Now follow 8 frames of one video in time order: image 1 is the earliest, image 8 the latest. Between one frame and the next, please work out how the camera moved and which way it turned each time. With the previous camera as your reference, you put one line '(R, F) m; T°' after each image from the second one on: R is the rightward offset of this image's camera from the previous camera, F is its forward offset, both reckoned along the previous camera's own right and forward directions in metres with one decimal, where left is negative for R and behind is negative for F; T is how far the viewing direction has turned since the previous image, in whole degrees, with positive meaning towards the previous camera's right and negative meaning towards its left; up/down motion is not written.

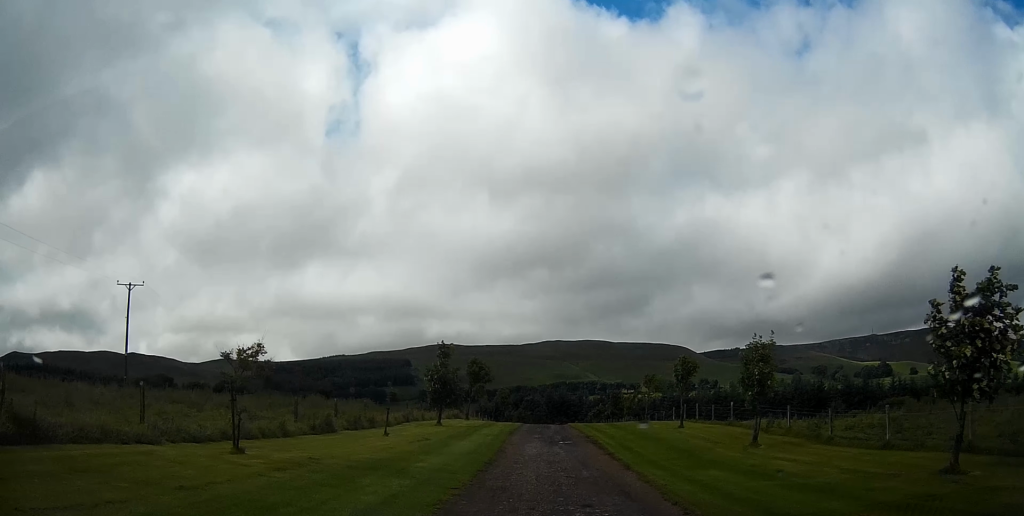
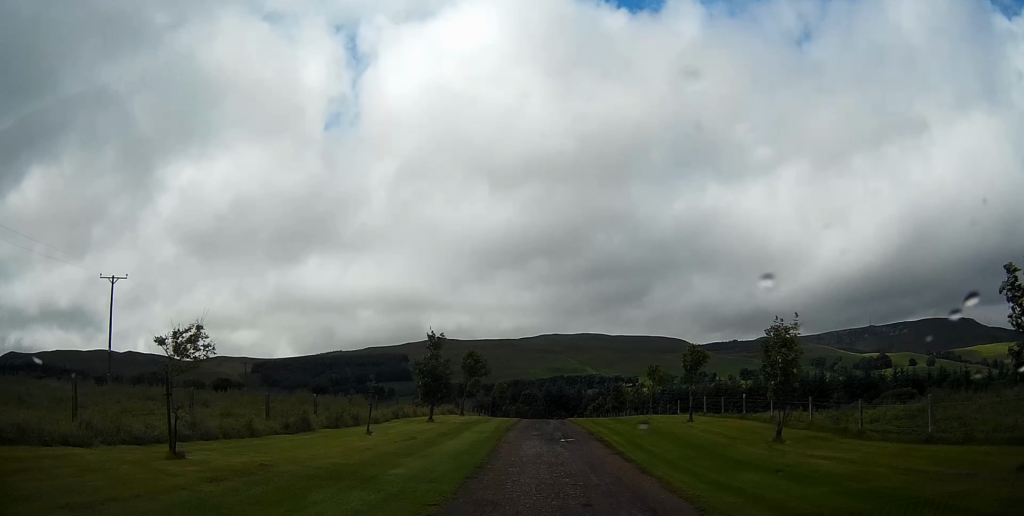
(0.0, +2.3) m; 0°
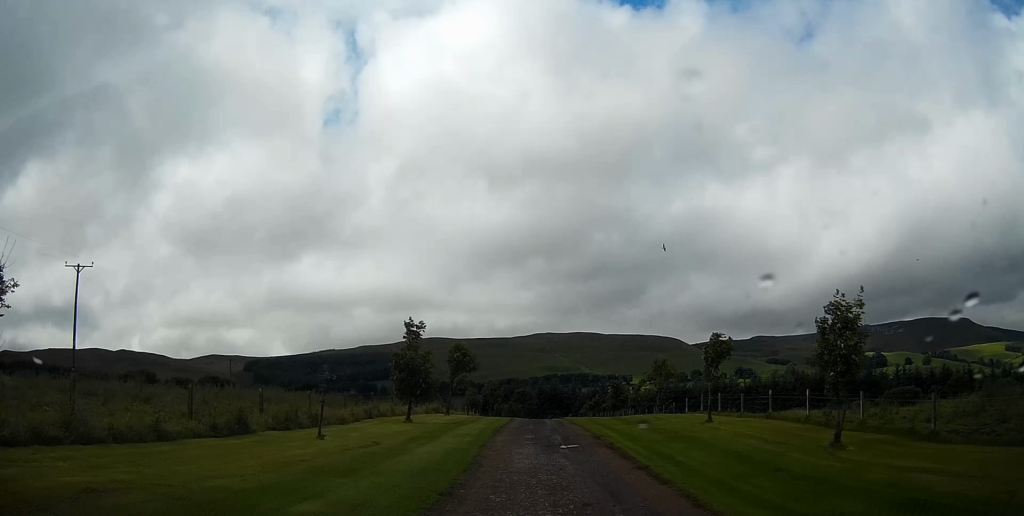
(0.0, +4.2) m; -1°
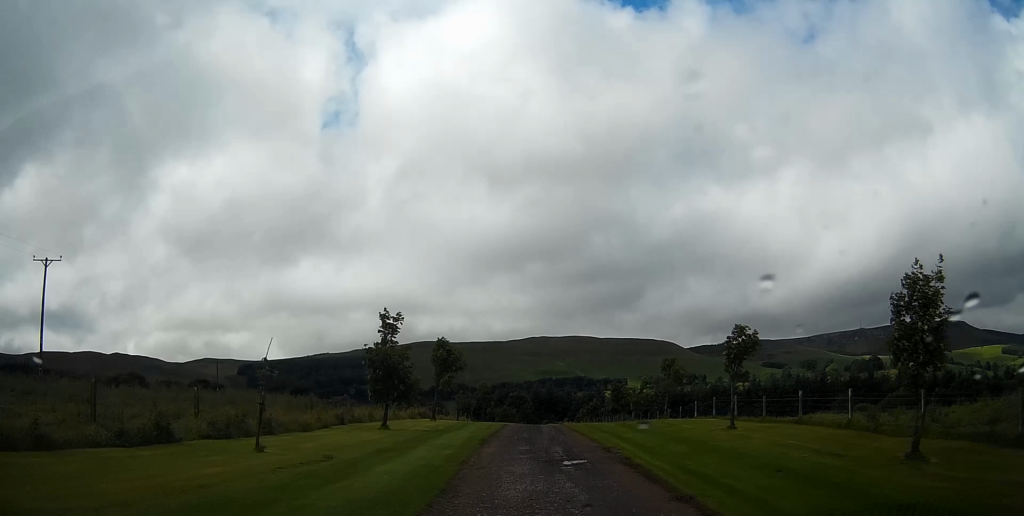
(0.0, +3.6) m; -2°
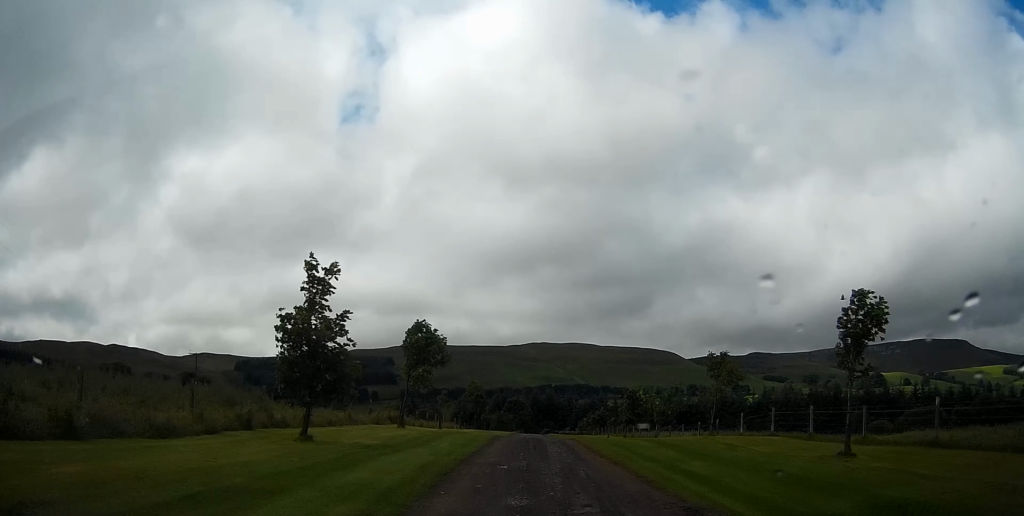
(-0.3, +8.9) m; -3°
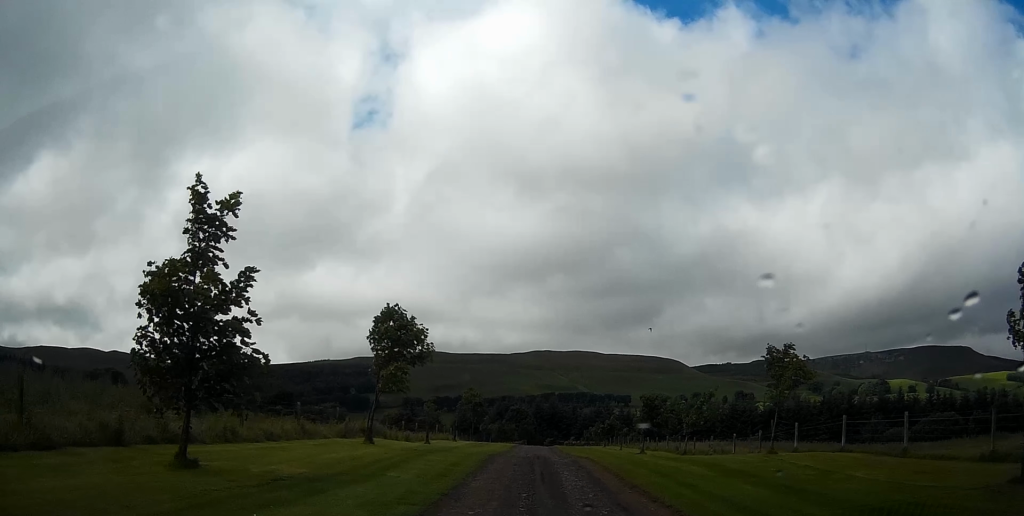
(-0.1, +6.1) m; 0°
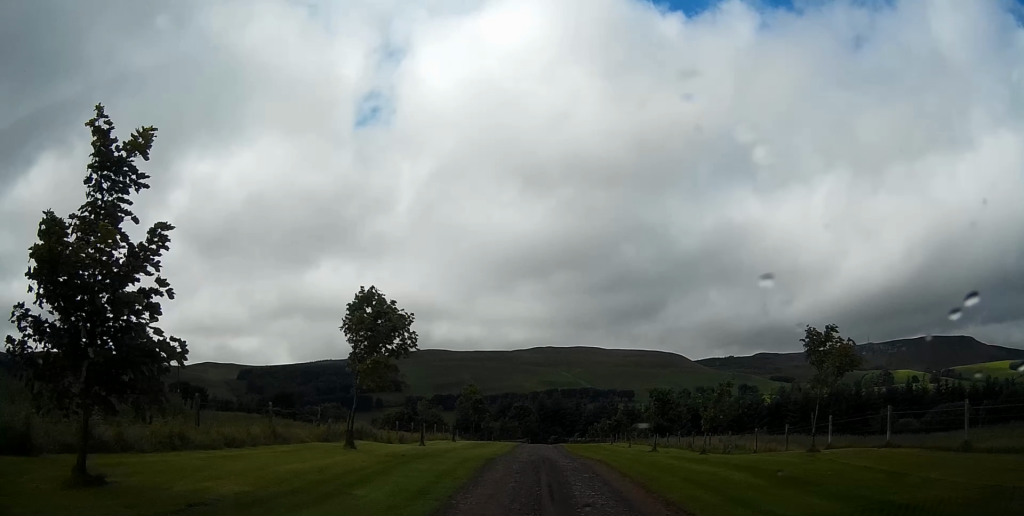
(0.0, +2.7) m; +1°
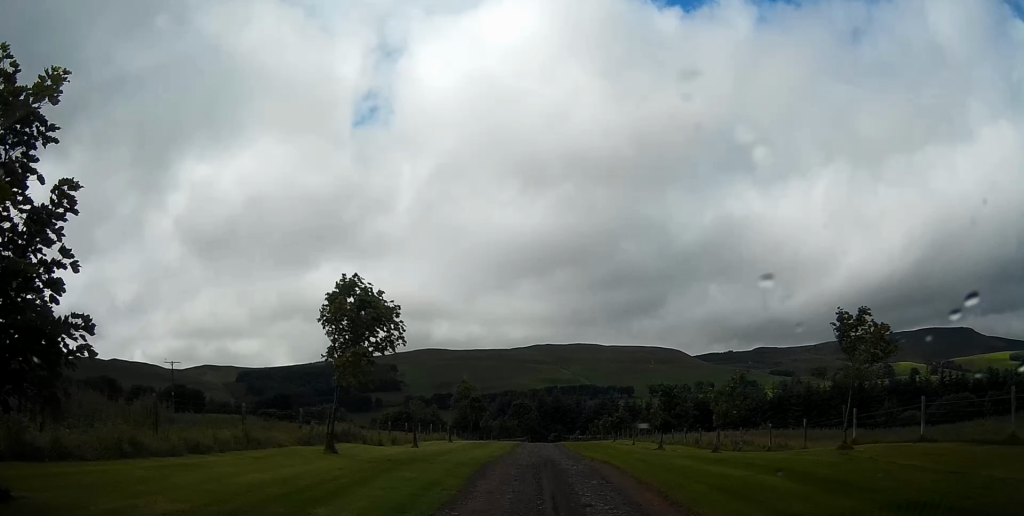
(0.0, +1.9) m; +1°
